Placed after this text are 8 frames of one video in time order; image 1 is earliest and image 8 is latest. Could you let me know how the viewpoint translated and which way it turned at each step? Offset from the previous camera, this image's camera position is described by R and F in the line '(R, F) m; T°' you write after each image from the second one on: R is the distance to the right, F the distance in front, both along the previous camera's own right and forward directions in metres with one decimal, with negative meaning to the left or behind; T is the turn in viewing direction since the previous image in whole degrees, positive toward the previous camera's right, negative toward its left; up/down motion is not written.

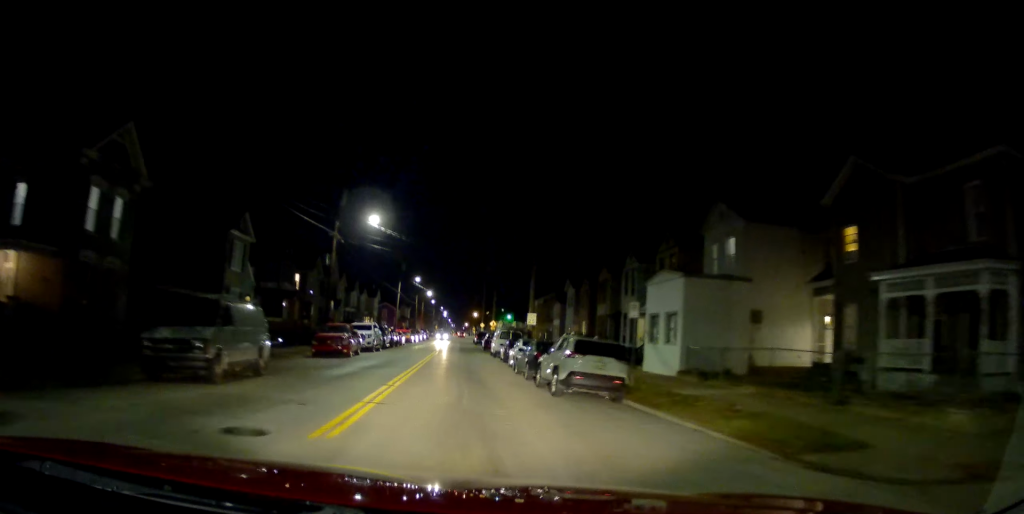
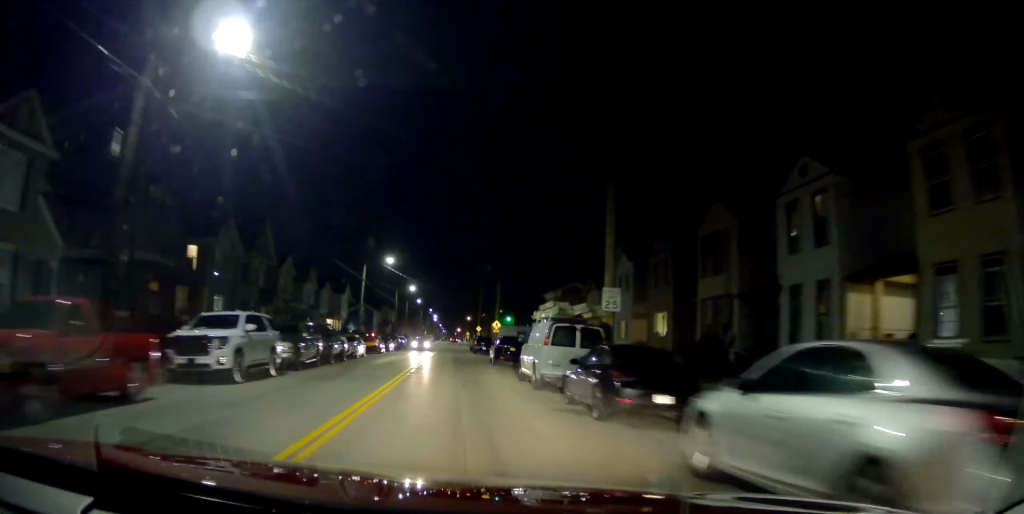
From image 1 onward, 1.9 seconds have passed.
(+0.8, +23.3) m; +4°
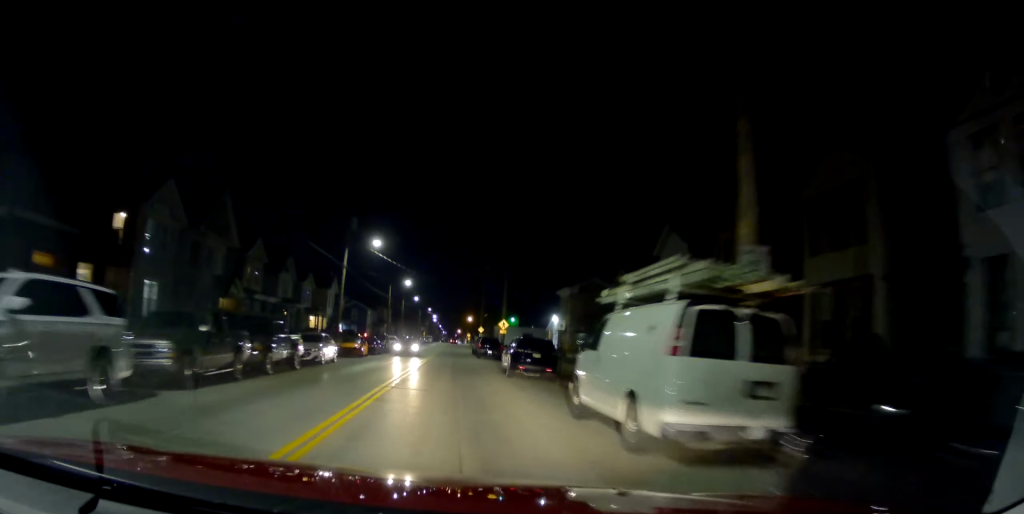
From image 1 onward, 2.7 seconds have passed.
(+0.3, +9.7) m; 0°
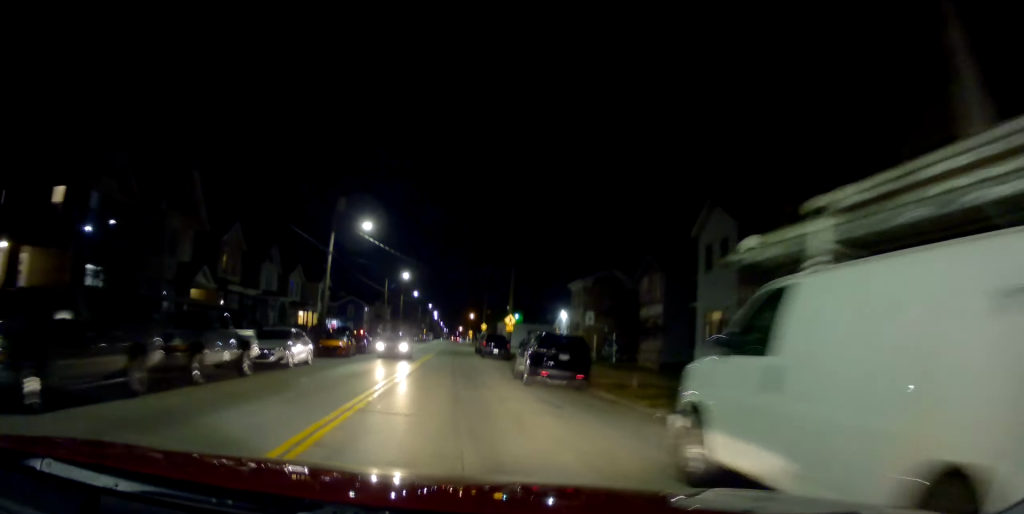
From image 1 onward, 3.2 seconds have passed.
(+0.2, +5.7) m; 0°
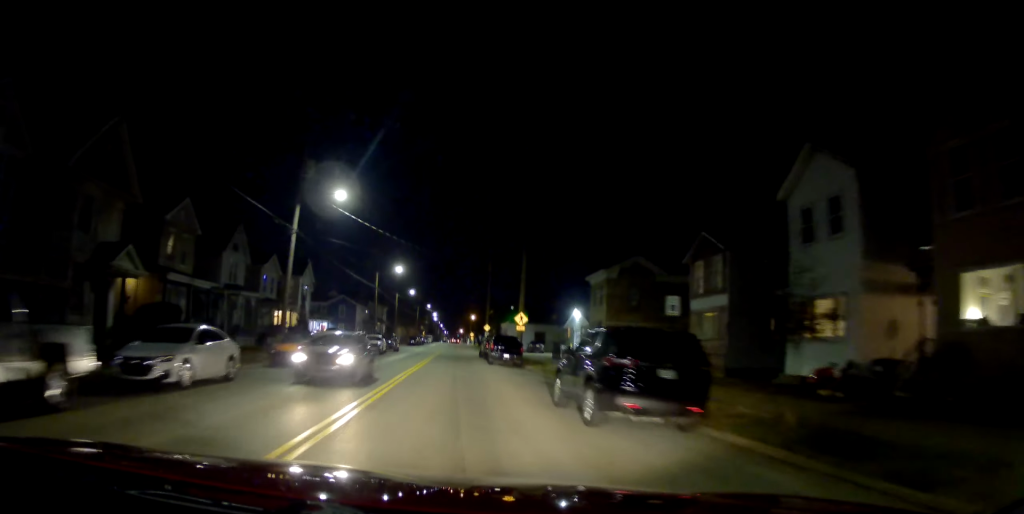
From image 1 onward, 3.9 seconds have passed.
(-0.5, +8.8) m; -1°
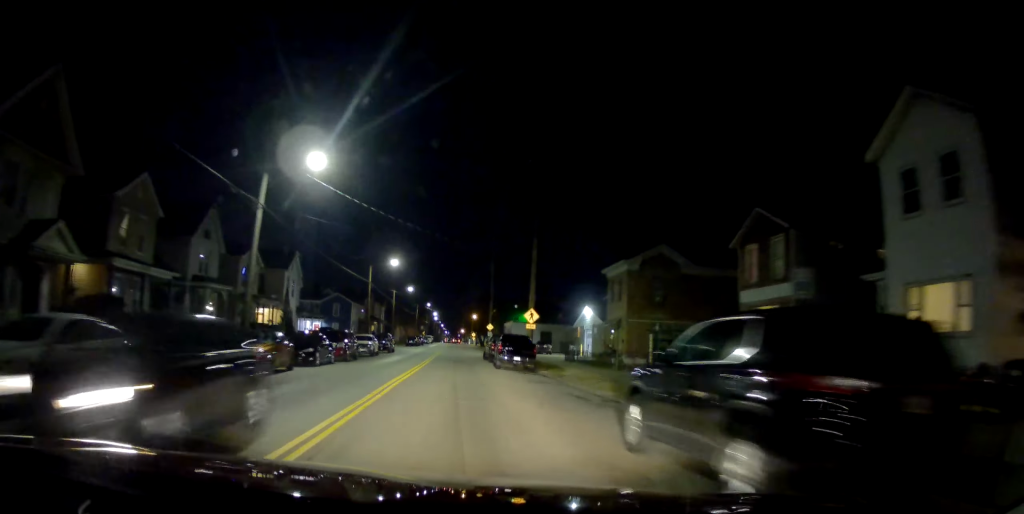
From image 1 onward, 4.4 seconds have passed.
(0.0, +5.5) m; 0°
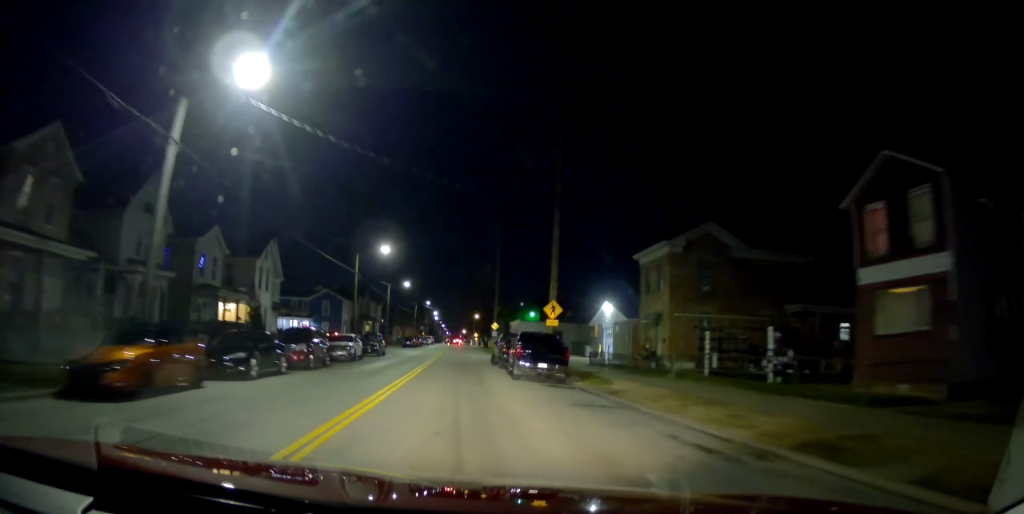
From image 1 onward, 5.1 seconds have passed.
(+0.3, +8.2) m; 0°
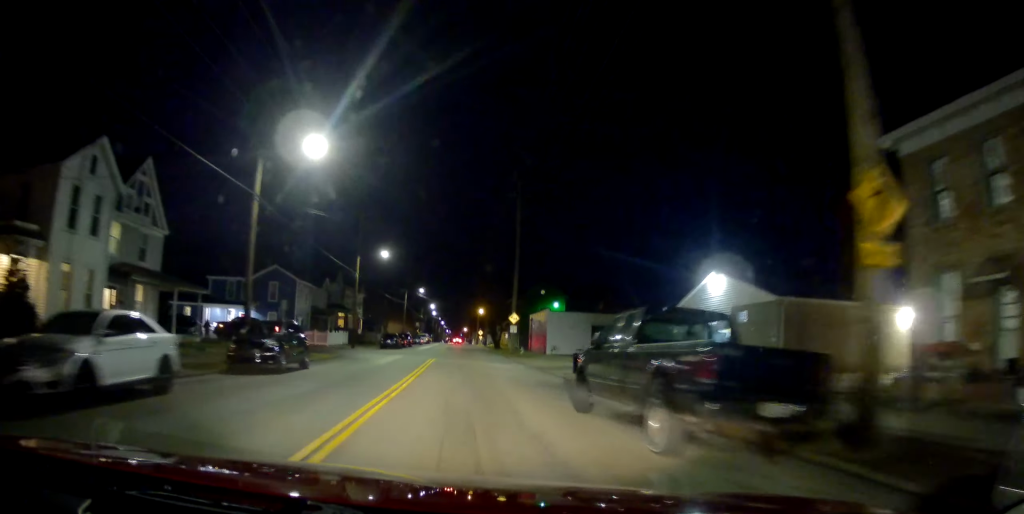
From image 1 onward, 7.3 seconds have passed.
(-0.6, +25.6) m; -1°
